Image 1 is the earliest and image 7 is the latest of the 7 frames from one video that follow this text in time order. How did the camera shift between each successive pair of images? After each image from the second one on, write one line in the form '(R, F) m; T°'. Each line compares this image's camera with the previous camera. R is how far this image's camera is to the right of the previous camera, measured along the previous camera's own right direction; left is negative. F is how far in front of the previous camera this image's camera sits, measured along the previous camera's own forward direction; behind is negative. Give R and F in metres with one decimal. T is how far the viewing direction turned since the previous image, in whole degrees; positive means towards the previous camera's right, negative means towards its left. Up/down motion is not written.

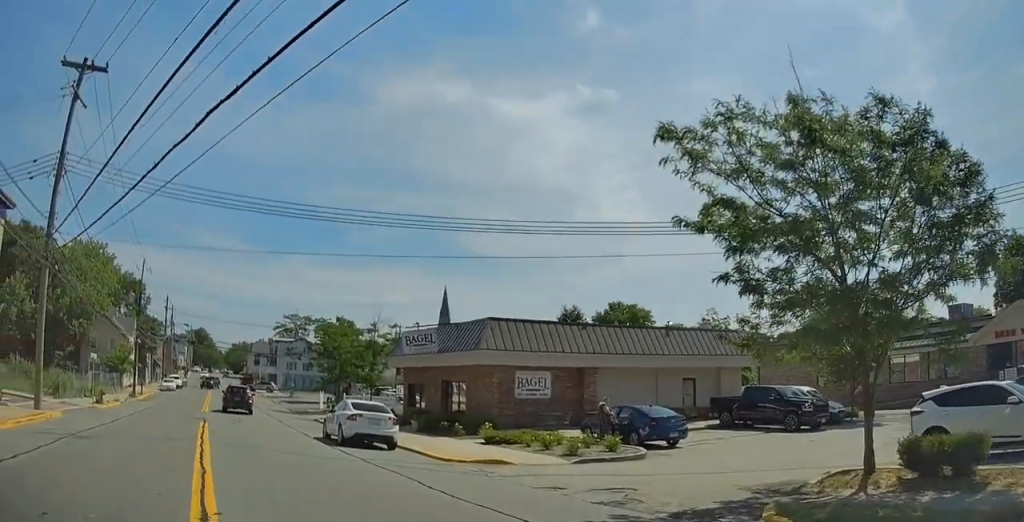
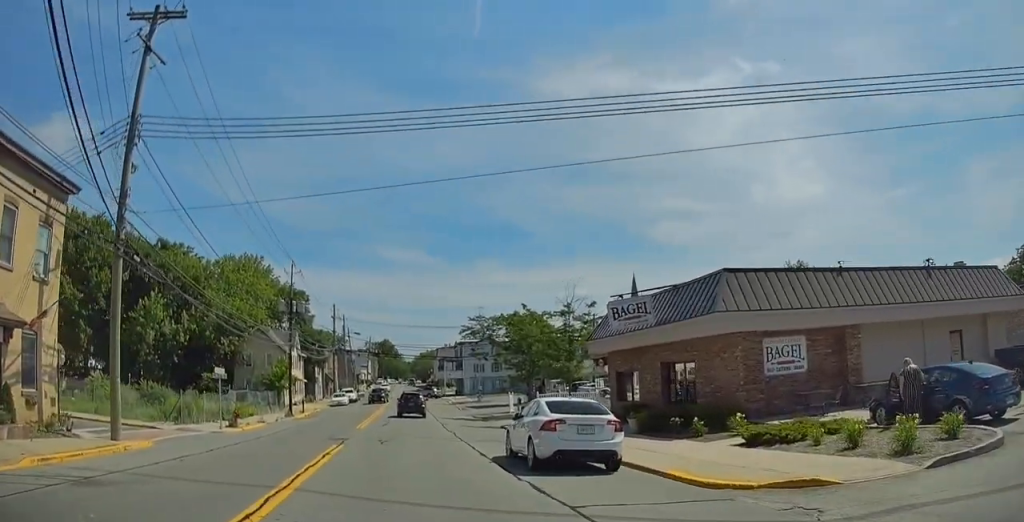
(-0.3, +6.2) m; -13°
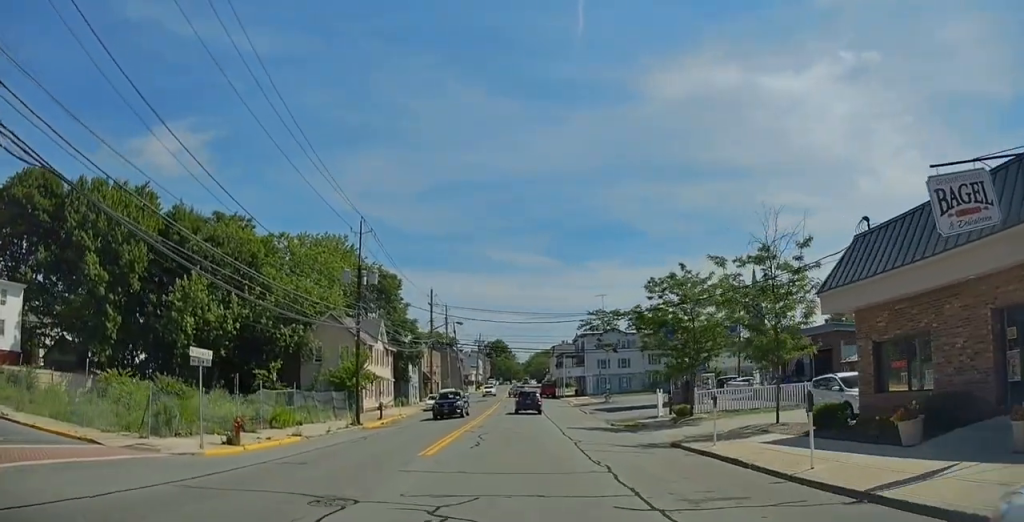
(-2.6, +12.1) m; -17°
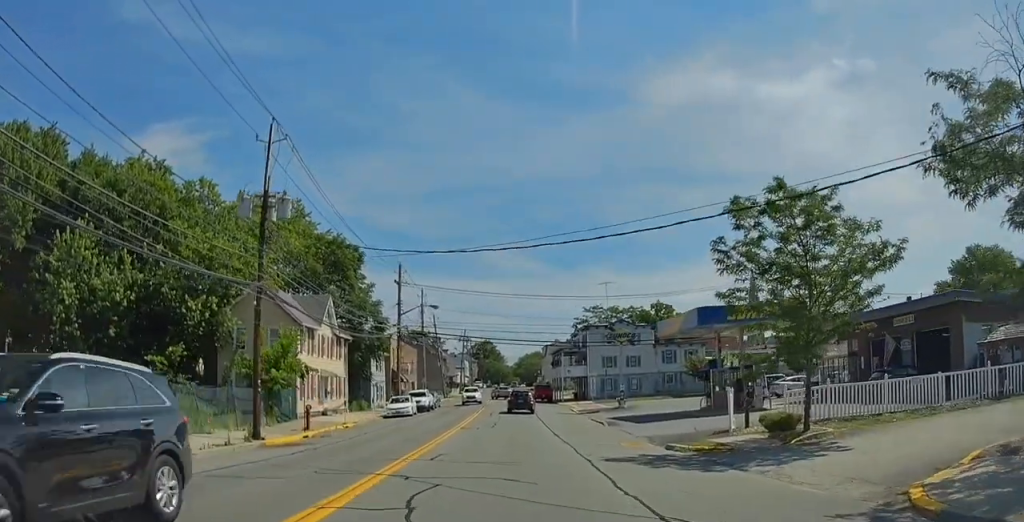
(-0.1, +14.0) m; +2°
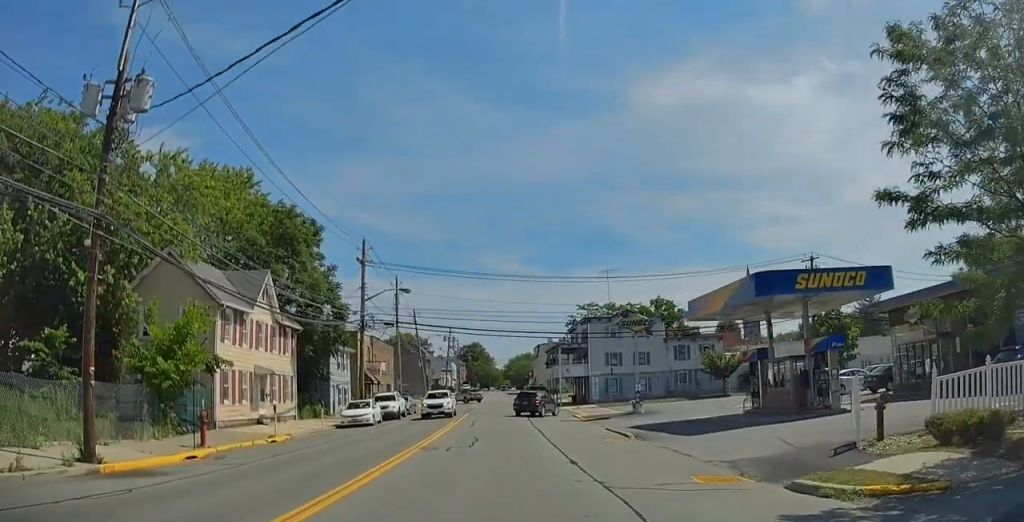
(+0.2, +9.8) m; +1°
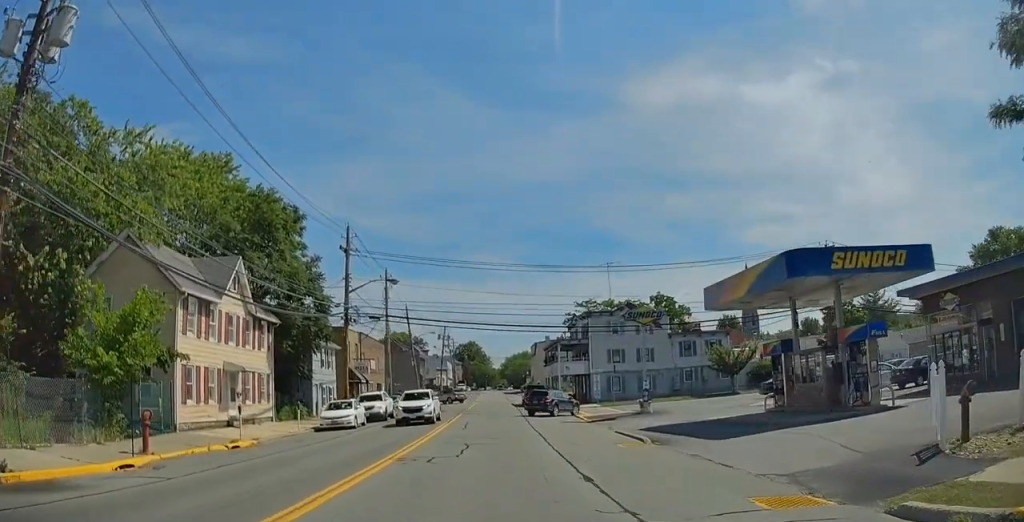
(0.0, +3.3) m; -1°
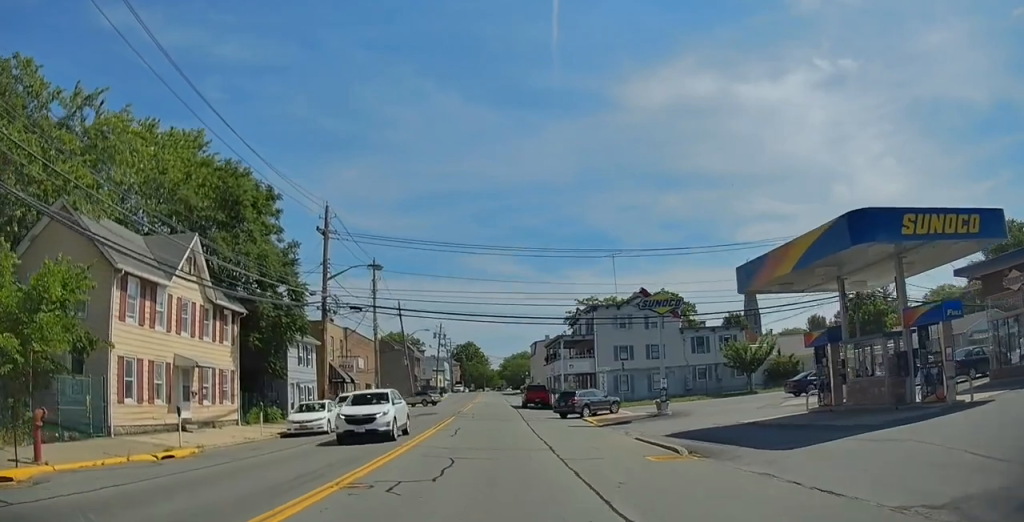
(0.0, +4.3) m; -1°
